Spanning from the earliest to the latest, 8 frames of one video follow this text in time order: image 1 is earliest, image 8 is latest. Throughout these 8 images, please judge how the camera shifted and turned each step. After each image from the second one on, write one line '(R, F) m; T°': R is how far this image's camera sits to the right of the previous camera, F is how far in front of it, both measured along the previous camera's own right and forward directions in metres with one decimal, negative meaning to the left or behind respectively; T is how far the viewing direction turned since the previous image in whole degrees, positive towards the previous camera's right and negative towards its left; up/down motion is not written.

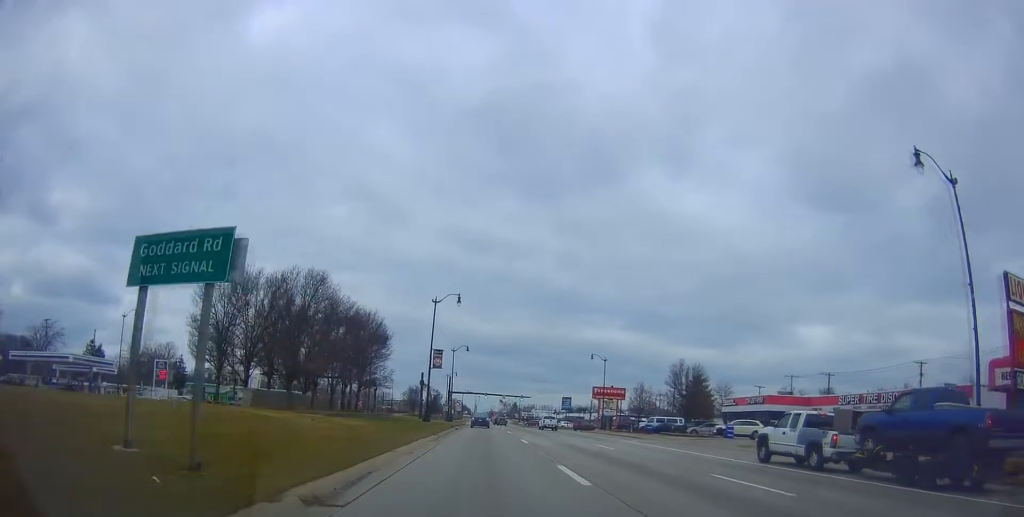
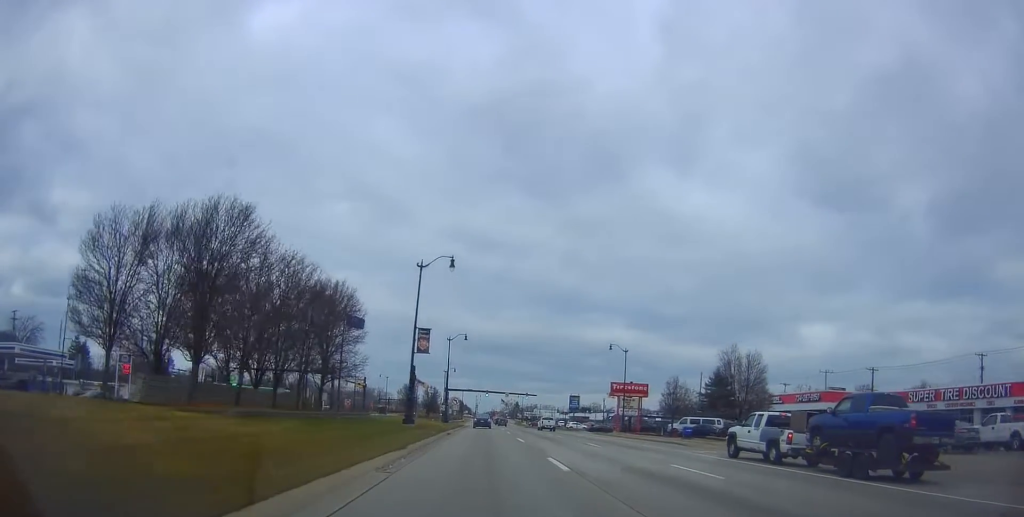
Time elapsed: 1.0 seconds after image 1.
(-0.3, +13.1) m; -1°
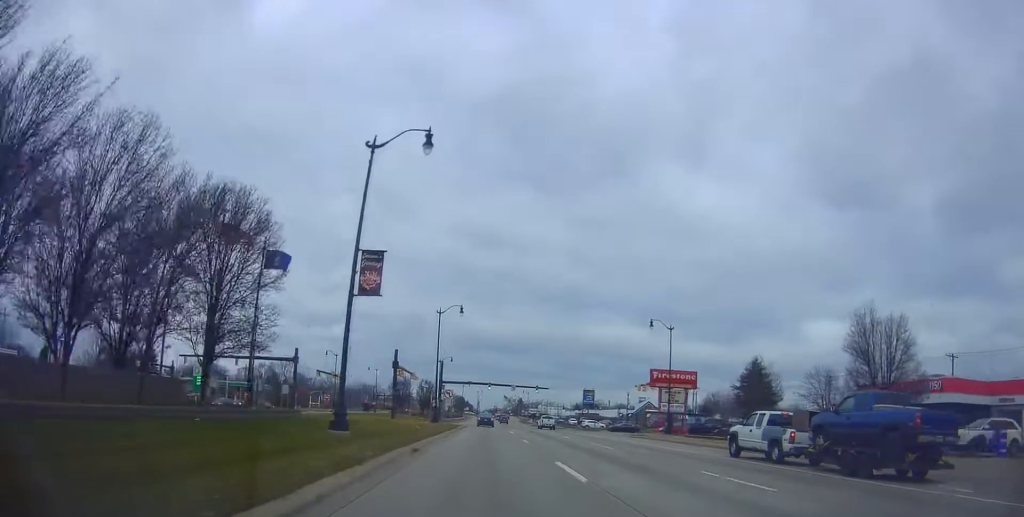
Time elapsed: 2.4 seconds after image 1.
(0.0, +18.6) m; 0°
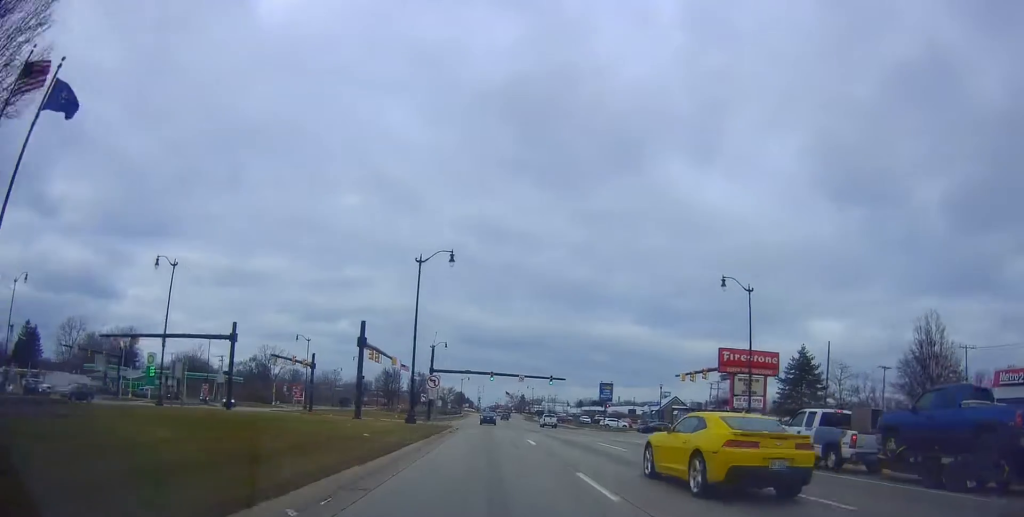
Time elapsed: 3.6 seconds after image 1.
(0.0, +18.9) m; -1°
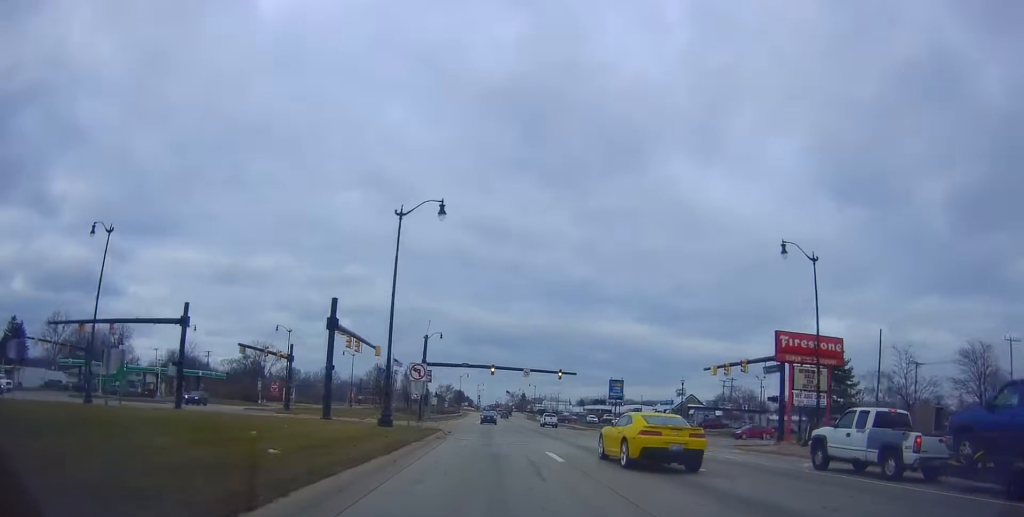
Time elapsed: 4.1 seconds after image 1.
(+0.1, +9.5) m; -2°
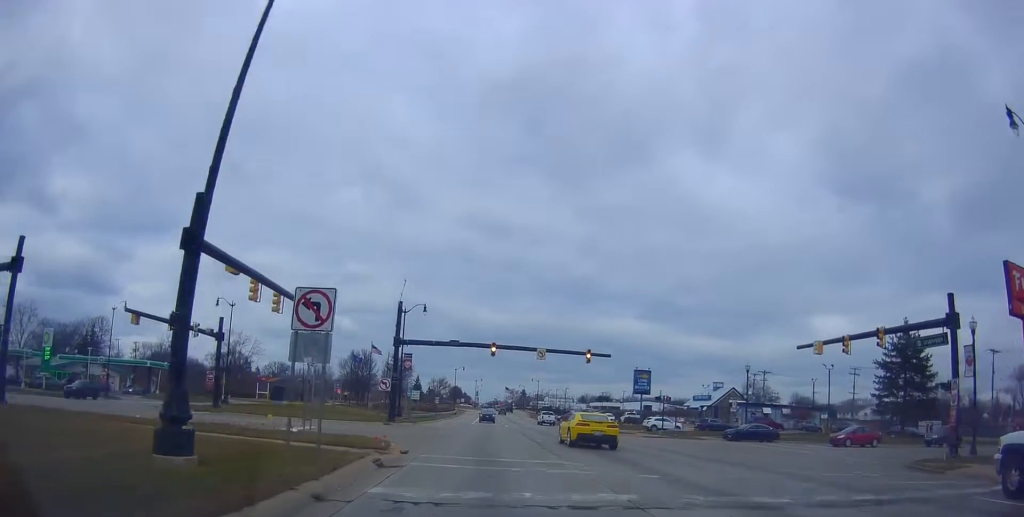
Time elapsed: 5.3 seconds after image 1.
(-0.7, +19.7) m; 0°
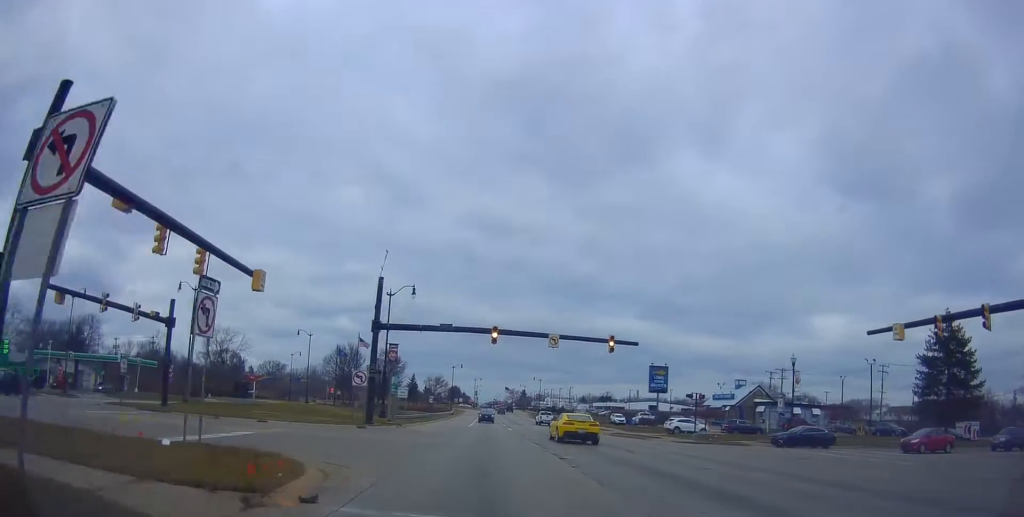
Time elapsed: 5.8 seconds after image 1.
(+0.3, +9.1) m; +1°
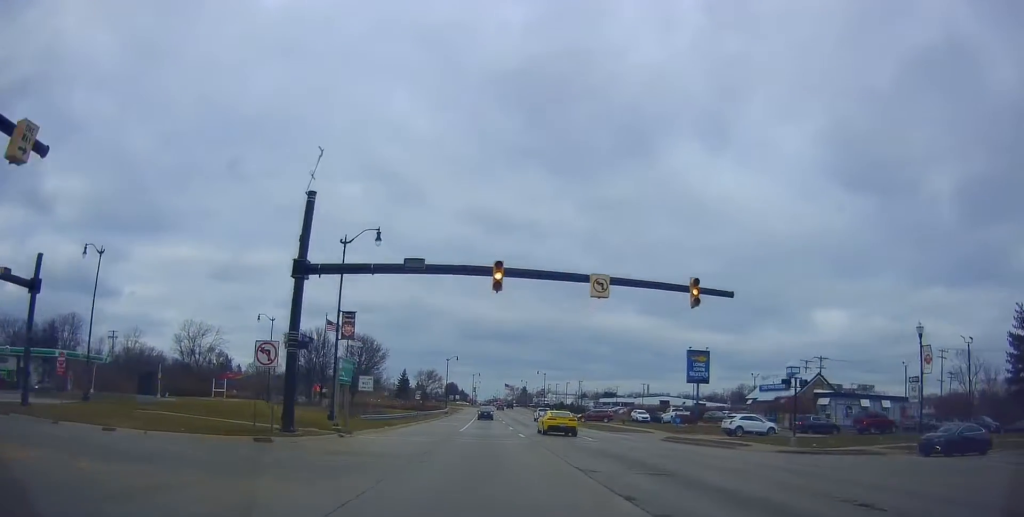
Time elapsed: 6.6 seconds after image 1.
(+0.4, +16.2) m; +1°
